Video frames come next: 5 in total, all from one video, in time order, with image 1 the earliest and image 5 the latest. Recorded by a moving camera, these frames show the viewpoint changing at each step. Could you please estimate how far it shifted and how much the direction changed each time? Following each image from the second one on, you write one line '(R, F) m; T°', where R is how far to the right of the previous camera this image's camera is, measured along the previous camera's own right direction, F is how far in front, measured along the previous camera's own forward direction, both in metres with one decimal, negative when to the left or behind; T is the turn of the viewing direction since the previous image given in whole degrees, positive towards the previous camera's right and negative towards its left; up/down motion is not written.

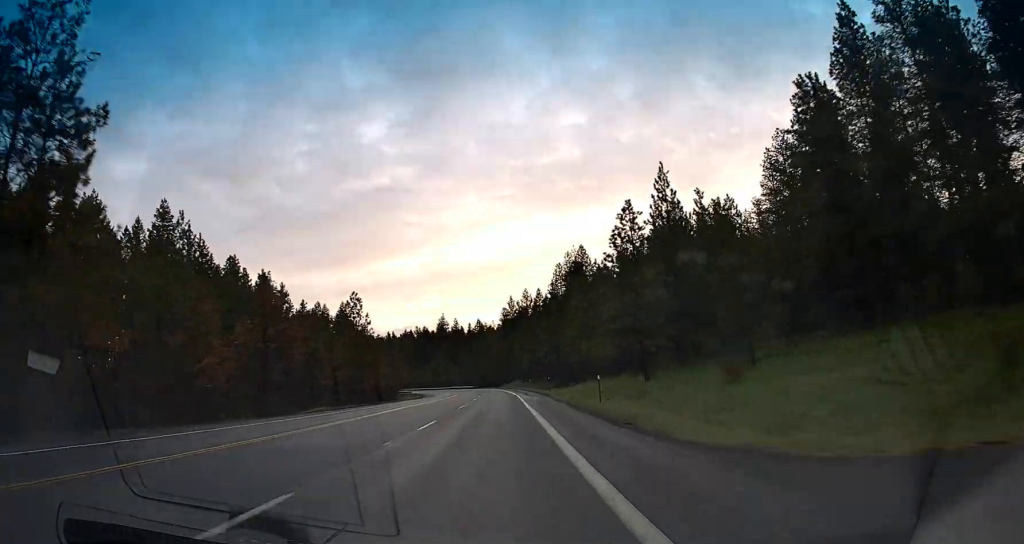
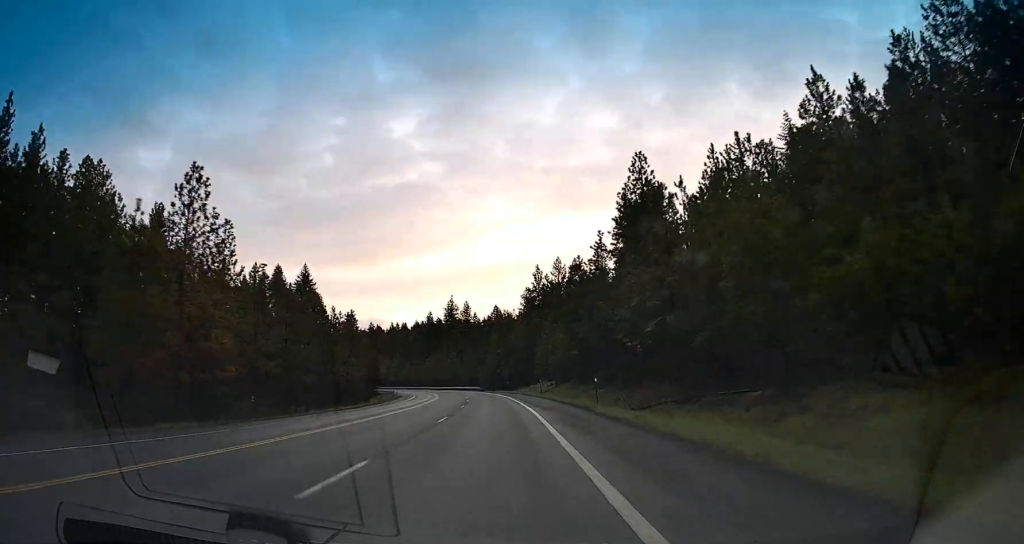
(+0.2, +55.9) m; 0°
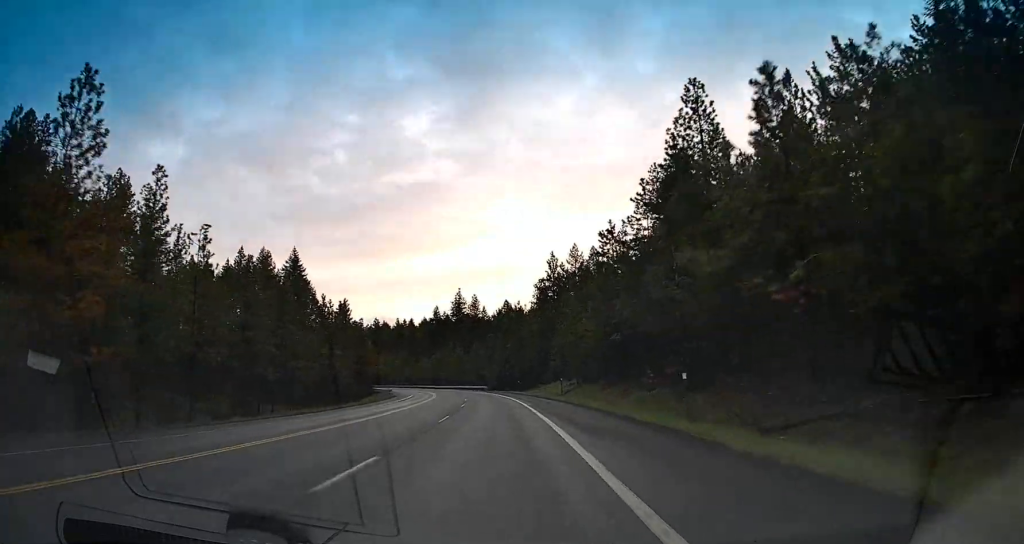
(0.0, +14.6) m; 0°
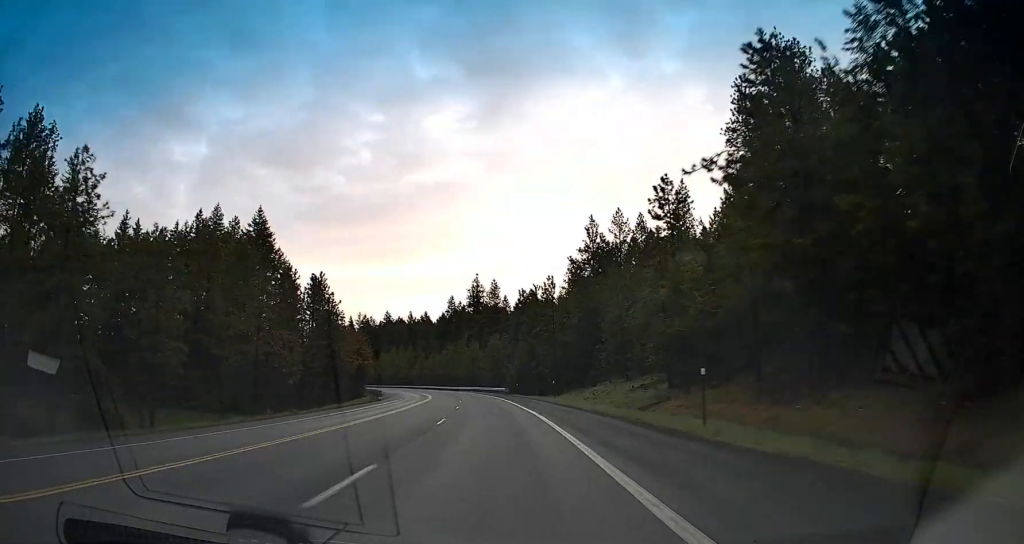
(-0.5, +29.6) m; -2°
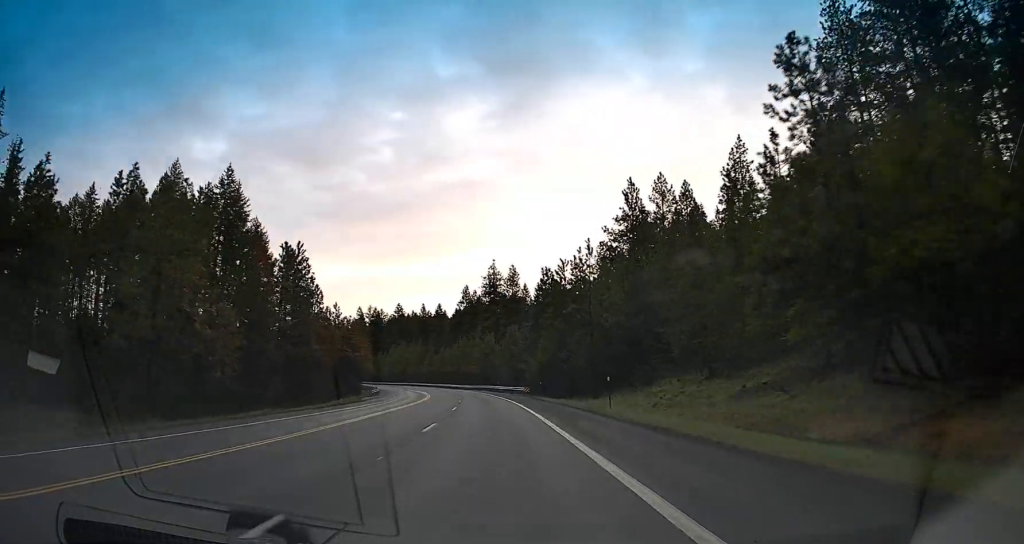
(0.0, +18.5) m; -2°
